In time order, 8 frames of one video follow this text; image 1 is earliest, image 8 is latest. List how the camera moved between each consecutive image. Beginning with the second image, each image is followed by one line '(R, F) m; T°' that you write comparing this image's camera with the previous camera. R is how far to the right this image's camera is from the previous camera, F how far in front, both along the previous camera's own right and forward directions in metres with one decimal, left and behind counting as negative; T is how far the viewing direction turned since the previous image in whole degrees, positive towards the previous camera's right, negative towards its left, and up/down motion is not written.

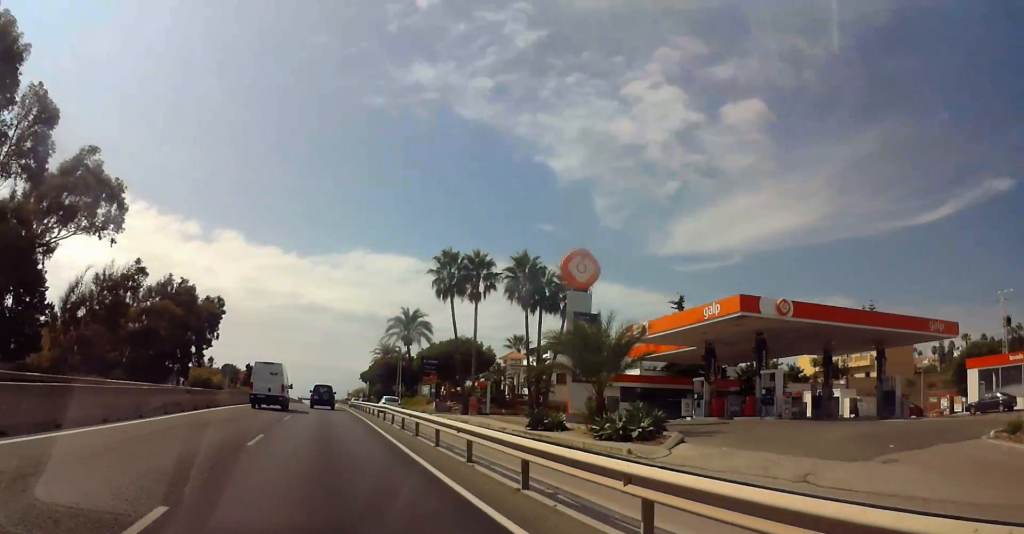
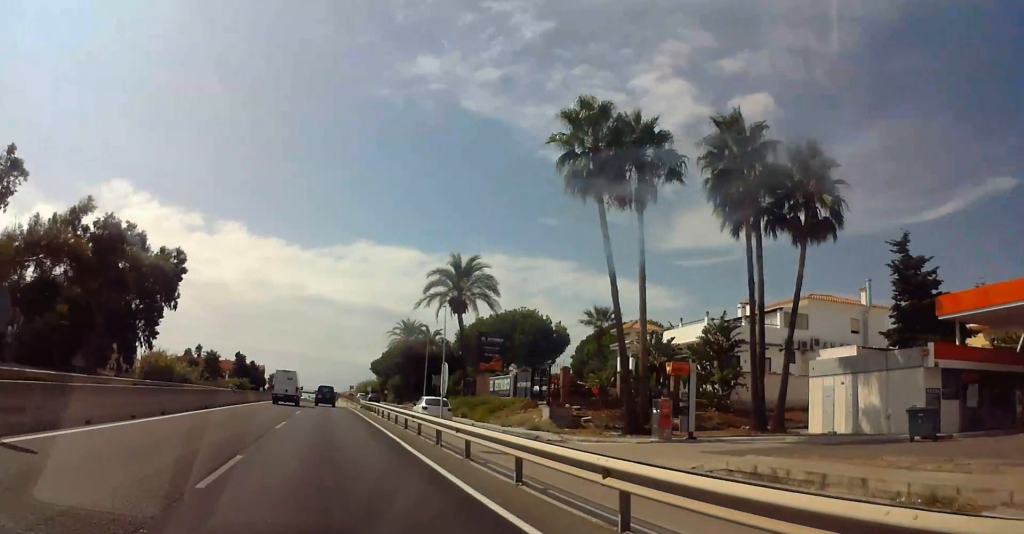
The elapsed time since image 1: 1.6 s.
(-0.3, +31.9) m; 0°
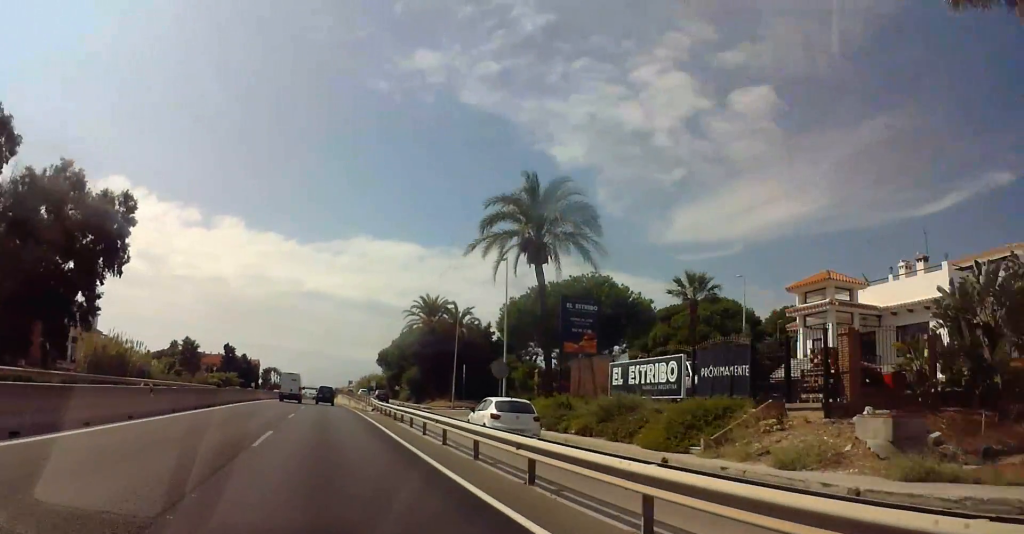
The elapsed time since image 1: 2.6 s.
(+0.1, +20.5) m; 0°
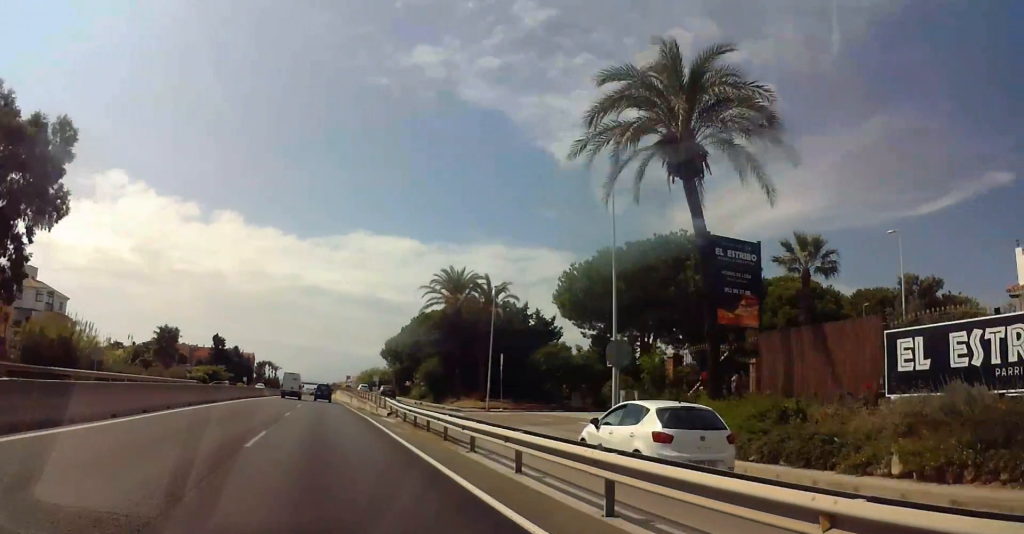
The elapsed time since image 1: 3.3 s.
(-0.1, +14.7) m; 0°
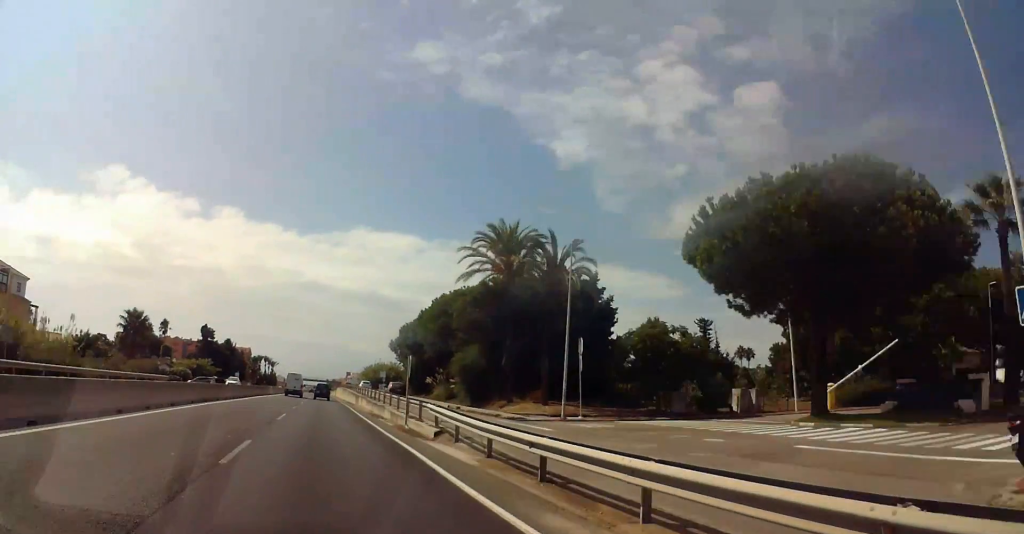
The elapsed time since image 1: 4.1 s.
(-0.2, +16.4) m; +1°
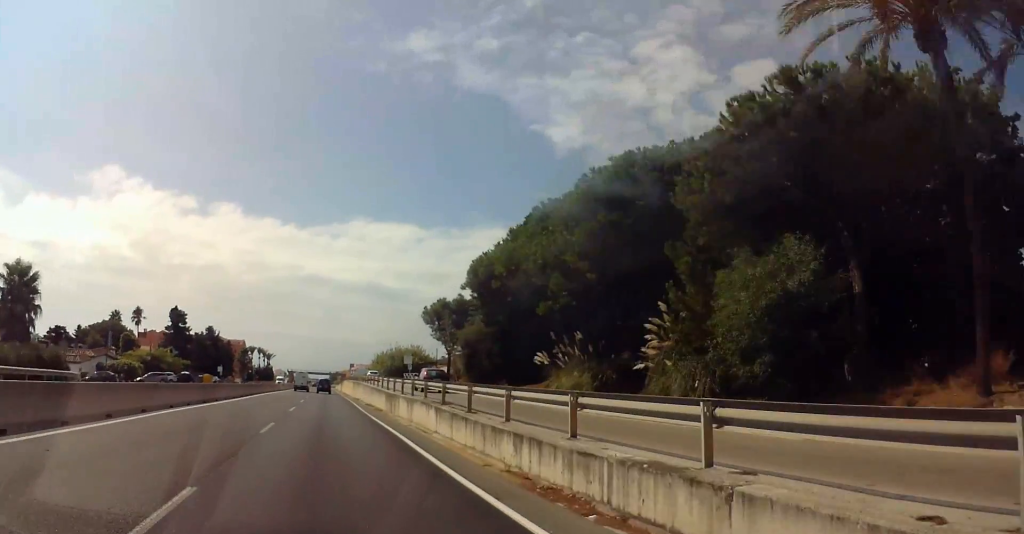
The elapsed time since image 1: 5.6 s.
(+0.6, +32.1) m; 0°
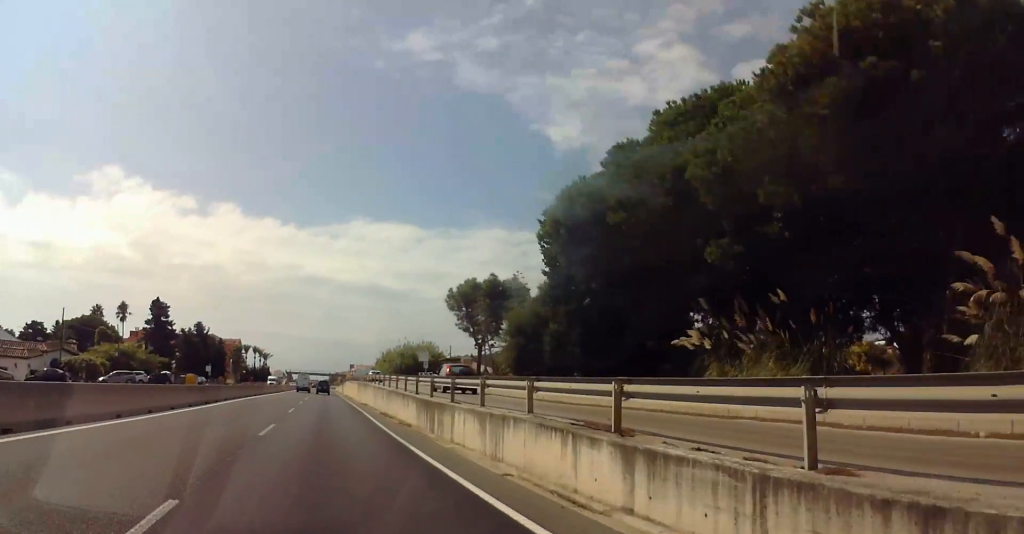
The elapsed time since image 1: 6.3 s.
(-0.1, +14.0) m; 0°
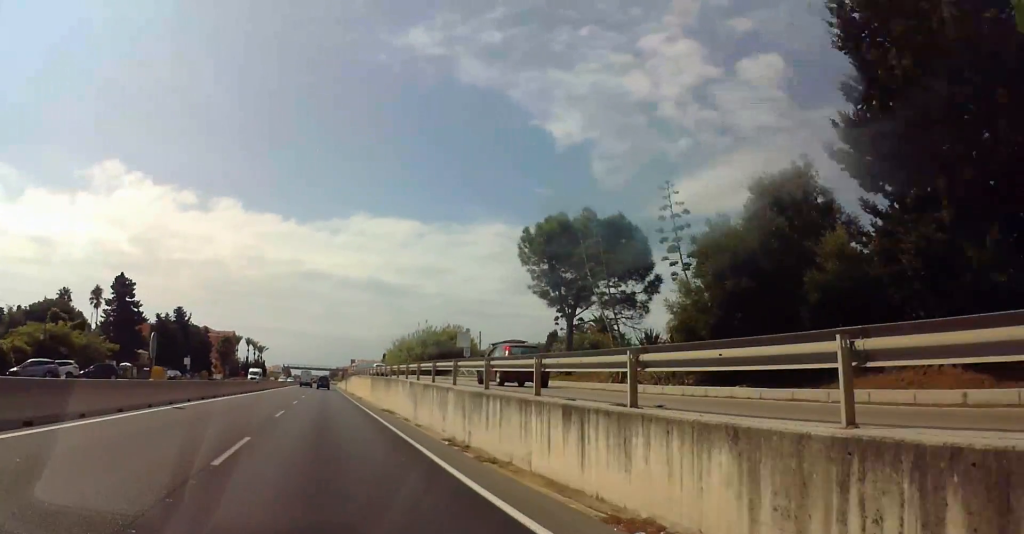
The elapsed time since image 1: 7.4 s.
(+0.2, +21.4) m; +1°
